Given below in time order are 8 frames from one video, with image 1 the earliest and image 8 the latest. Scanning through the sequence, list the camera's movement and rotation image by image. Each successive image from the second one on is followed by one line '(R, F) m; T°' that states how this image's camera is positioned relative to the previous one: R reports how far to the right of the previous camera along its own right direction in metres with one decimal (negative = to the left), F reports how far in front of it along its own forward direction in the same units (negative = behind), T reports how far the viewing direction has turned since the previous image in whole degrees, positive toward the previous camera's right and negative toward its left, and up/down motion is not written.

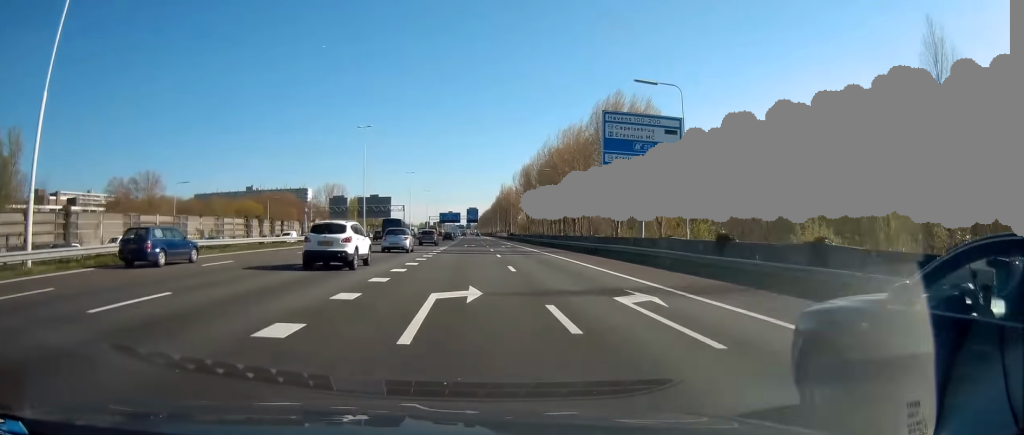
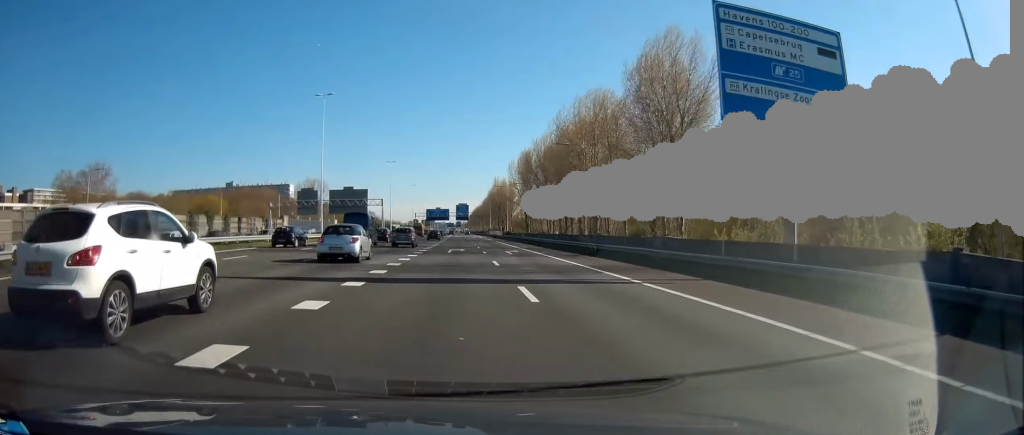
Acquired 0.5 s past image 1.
(0.0, +21.9) m; +1°
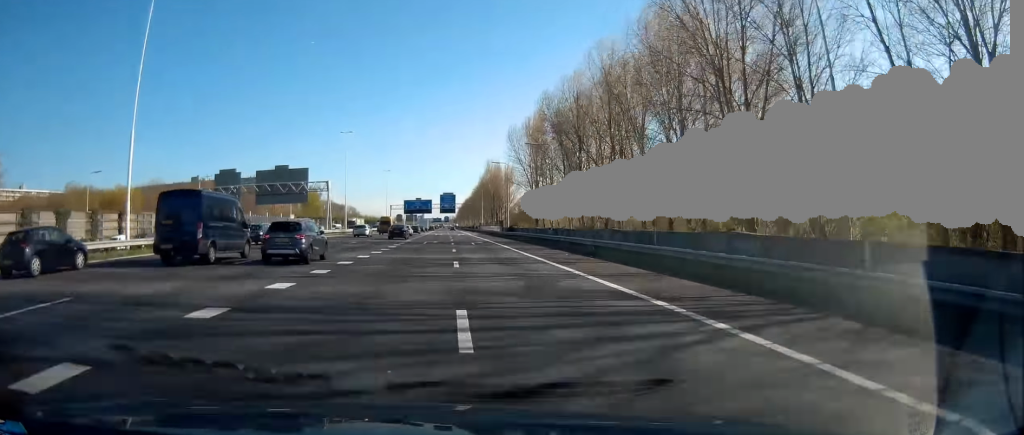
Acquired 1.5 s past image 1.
(+0.5, +41.3) m; 0°
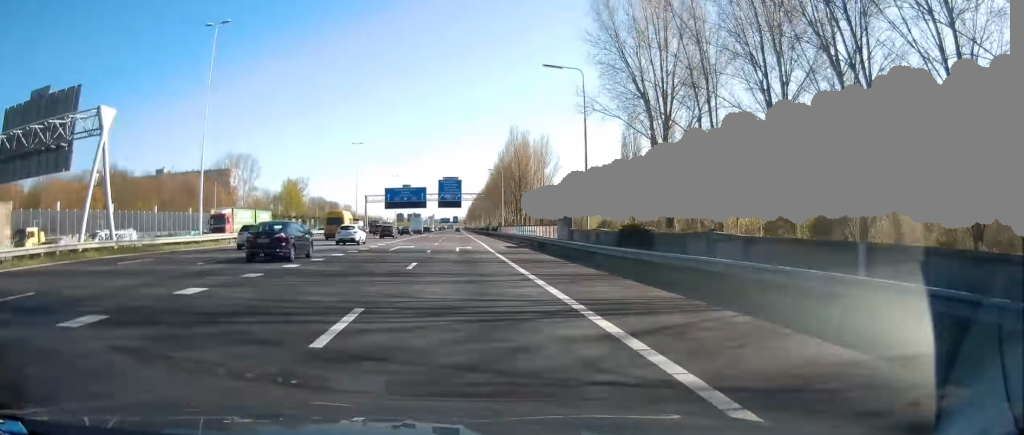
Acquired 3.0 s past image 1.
(-0.5, +61.7) m; -1°
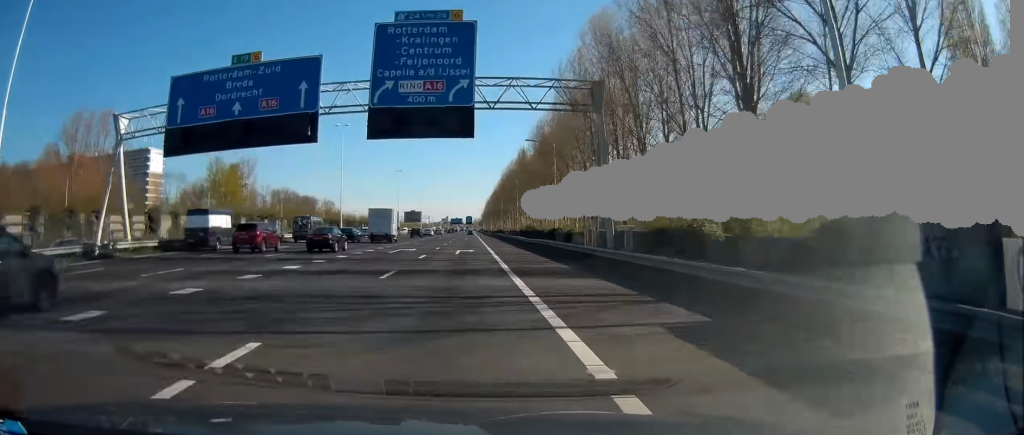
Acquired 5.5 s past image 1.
(-1.2, +99.5) m; -1°
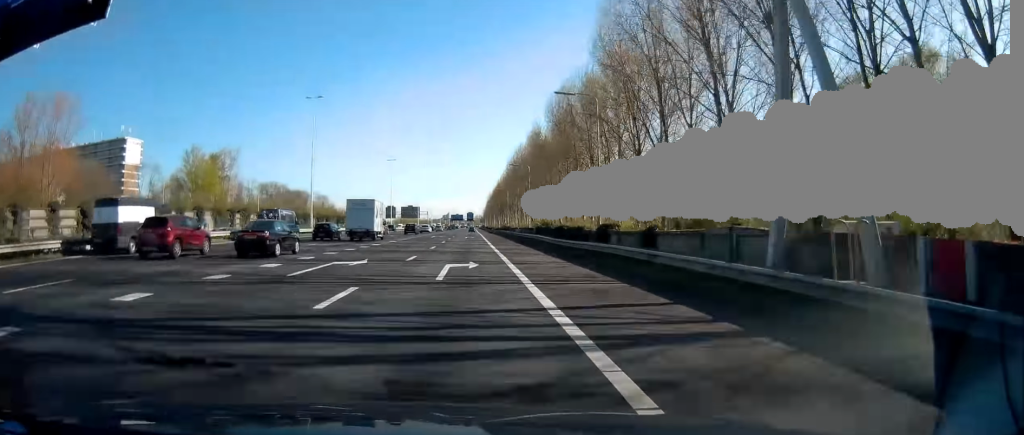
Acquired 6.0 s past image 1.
(0.0, +18.7) m; 0°
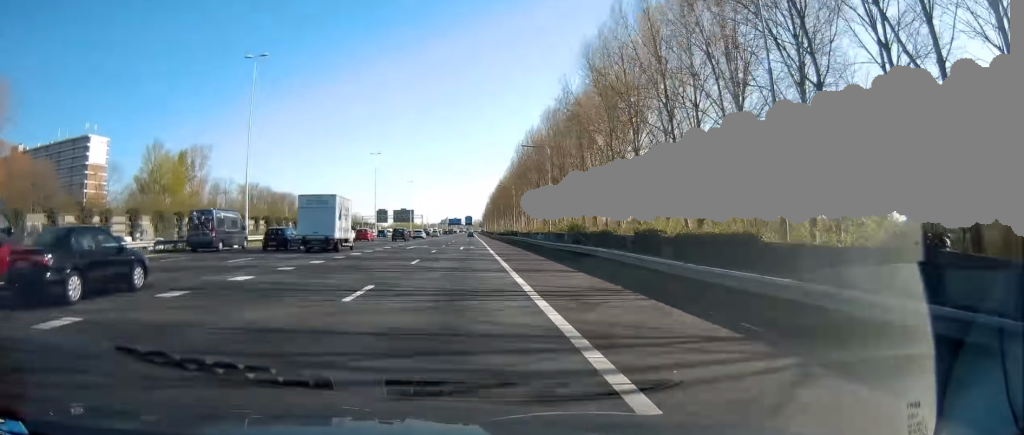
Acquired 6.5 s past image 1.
(0.0, +22.7) m; 0°
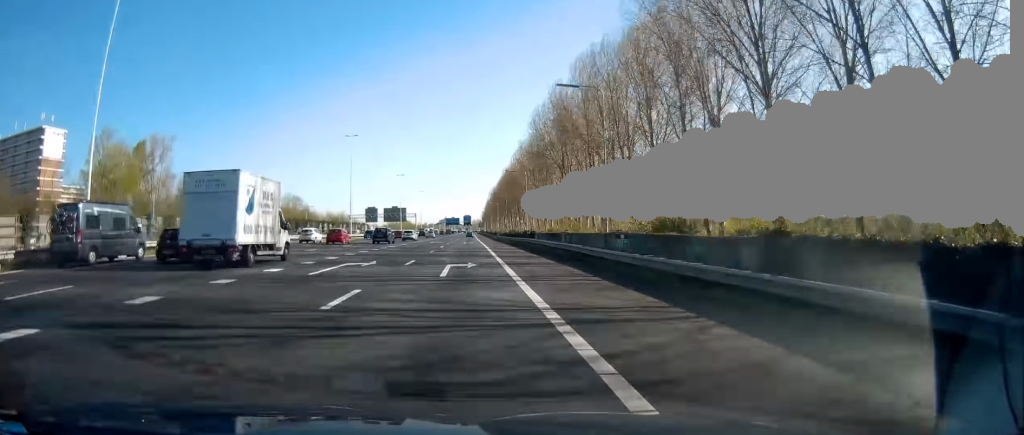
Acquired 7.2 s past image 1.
(+0.1, +25.4) m; 0°
